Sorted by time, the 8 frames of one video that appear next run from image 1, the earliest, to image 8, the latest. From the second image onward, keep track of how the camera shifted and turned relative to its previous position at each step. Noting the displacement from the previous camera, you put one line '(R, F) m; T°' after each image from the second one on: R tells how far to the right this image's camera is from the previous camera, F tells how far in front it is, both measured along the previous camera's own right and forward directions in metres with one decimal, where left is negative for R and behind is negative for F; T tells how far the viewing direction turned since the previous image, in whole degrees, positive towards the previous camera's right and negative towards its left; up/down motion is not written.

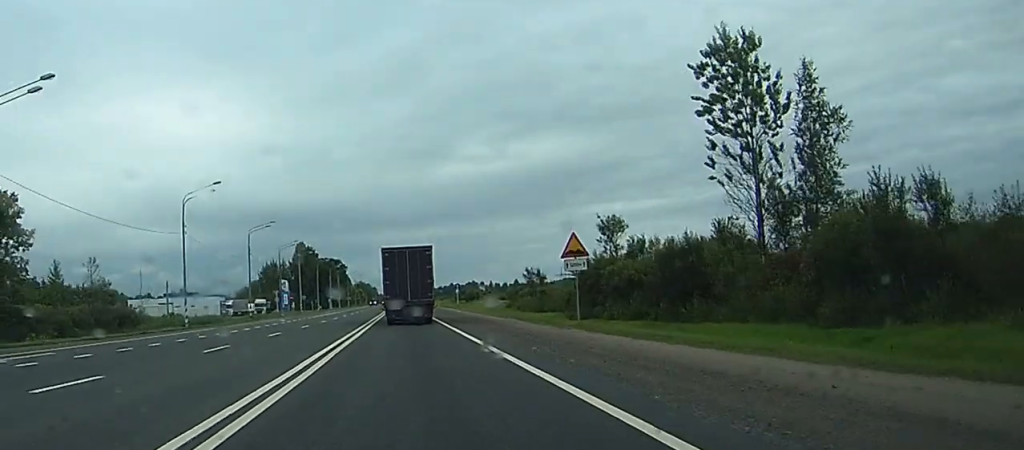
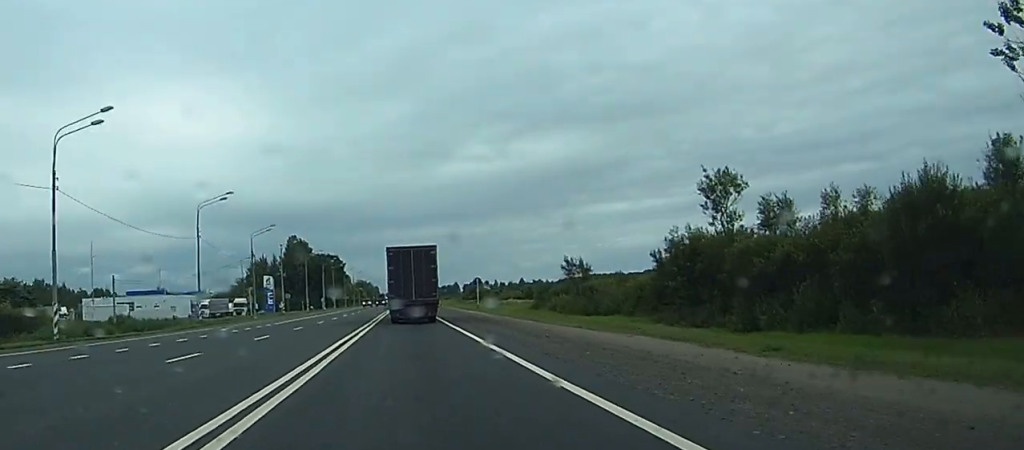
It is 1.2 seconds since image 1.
(+0.1, +28.2) m; 0°
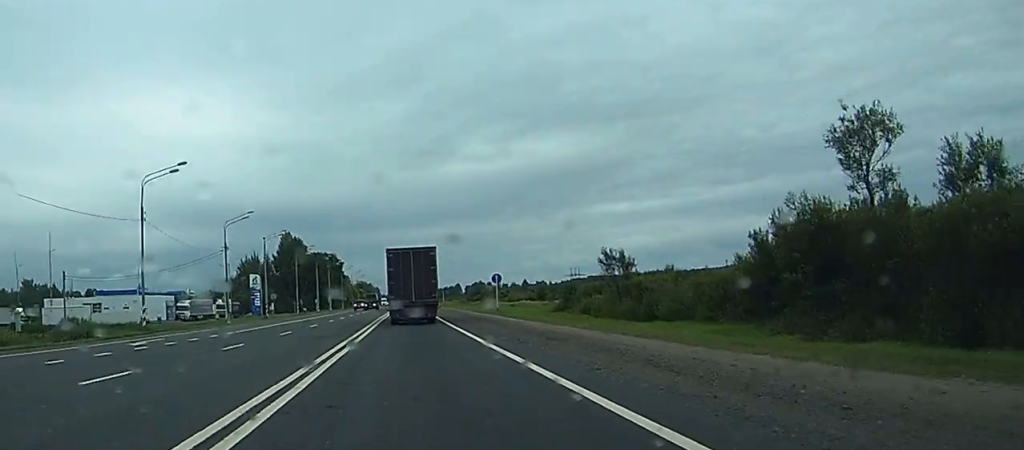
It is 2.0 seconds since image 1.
(0.0, +17.6) m; 0°
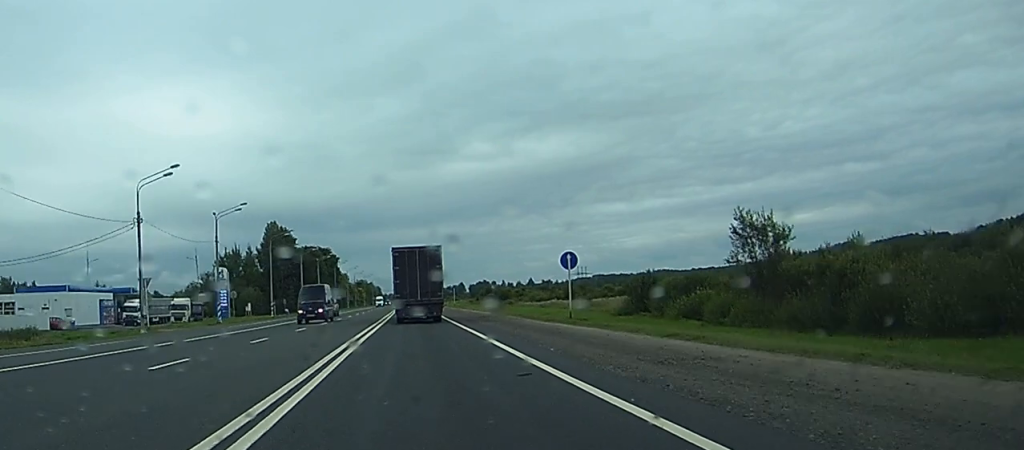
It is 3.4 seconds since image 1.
(0.0, +32.2) m; 0°
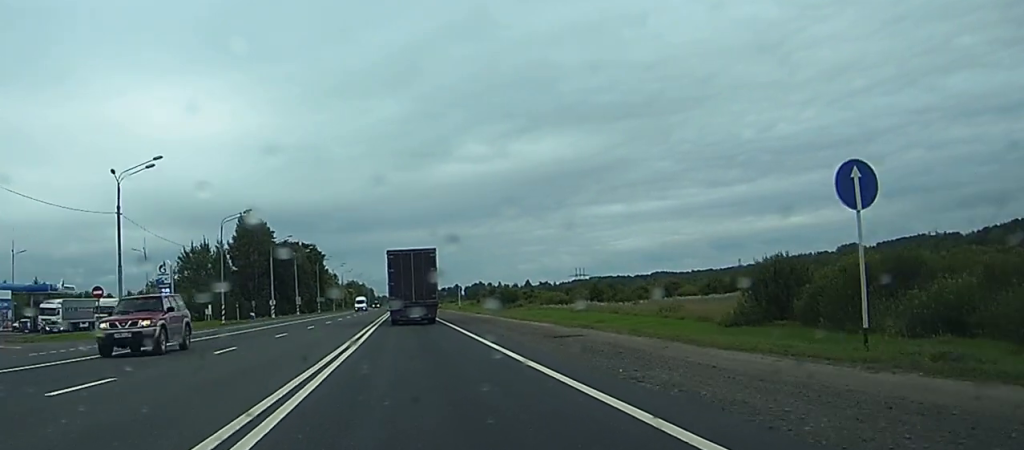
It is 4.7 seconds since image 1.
(+0.1, +29.2) m; 0°
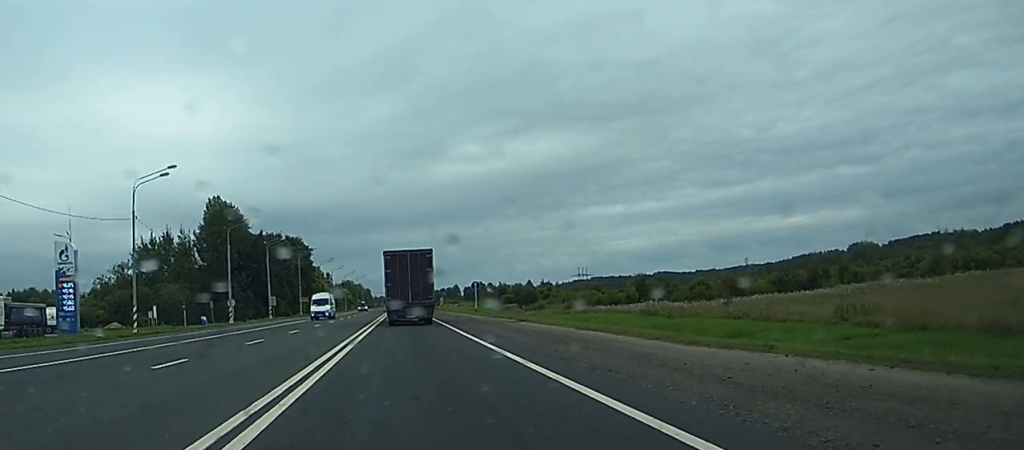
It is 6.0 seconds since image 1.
(-0.1, +30.0) m; 0°
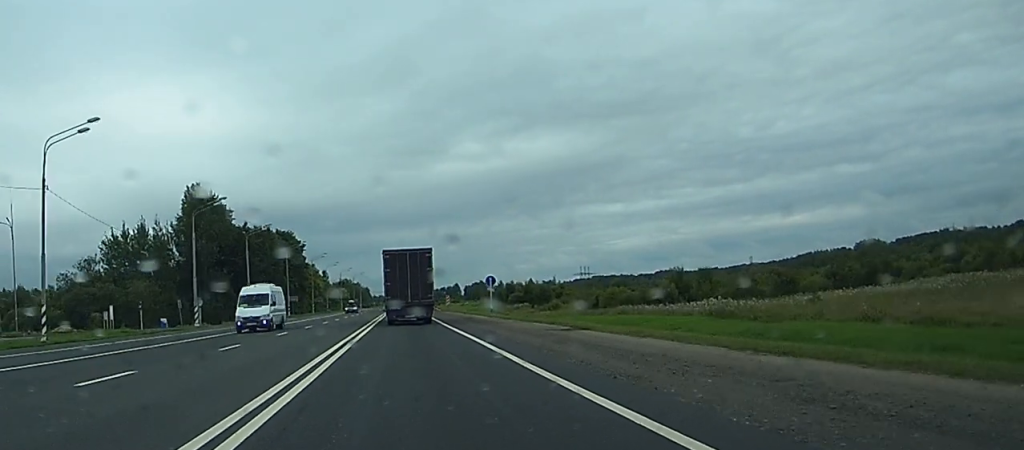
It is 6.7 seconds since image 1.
(0.0, +16.2) m; 0°
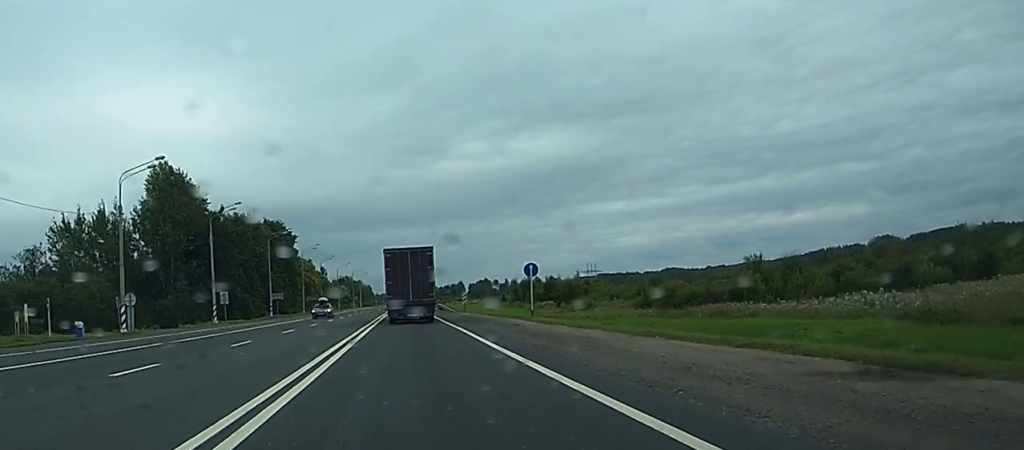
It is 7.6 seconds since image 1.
(+0.1, +22.4) m; 0°
